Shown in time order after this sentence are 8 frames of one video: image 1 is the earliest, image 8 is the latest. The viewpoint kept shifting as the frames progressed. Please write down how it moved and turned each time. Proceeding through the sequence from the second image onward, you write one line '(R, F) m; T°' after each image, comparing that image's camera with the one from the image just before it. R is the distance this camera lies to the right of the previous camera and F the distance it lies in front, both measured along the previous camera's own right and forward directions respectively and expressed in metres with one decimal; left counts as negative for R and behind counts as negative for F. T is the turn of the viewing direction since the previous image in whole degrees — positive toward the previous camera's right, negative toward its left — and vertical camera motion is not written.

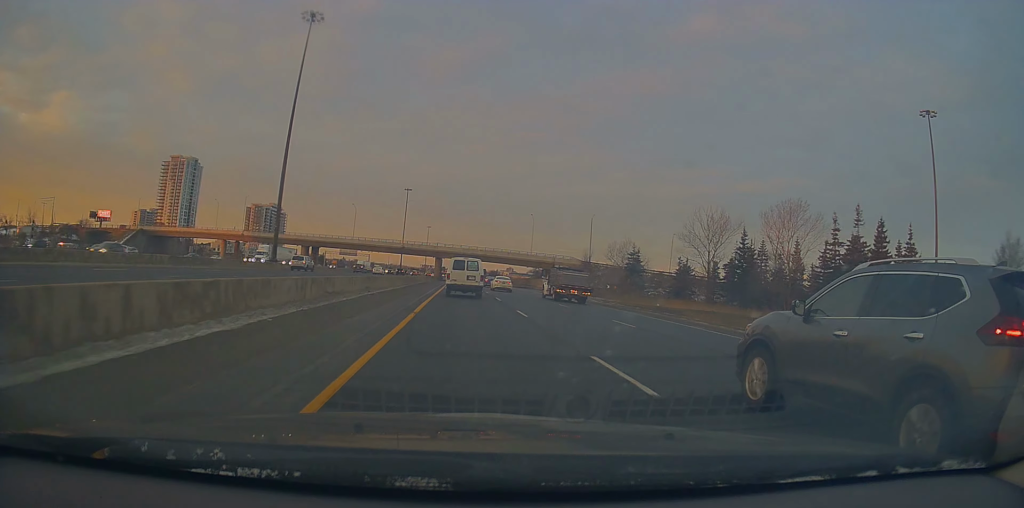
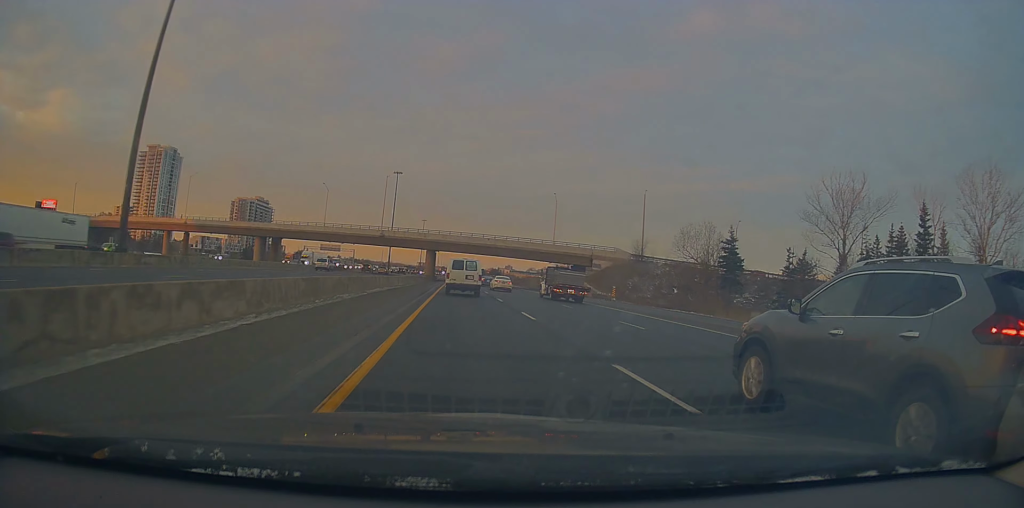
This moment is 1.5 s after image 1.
(0.0, +36.4) m; 0°
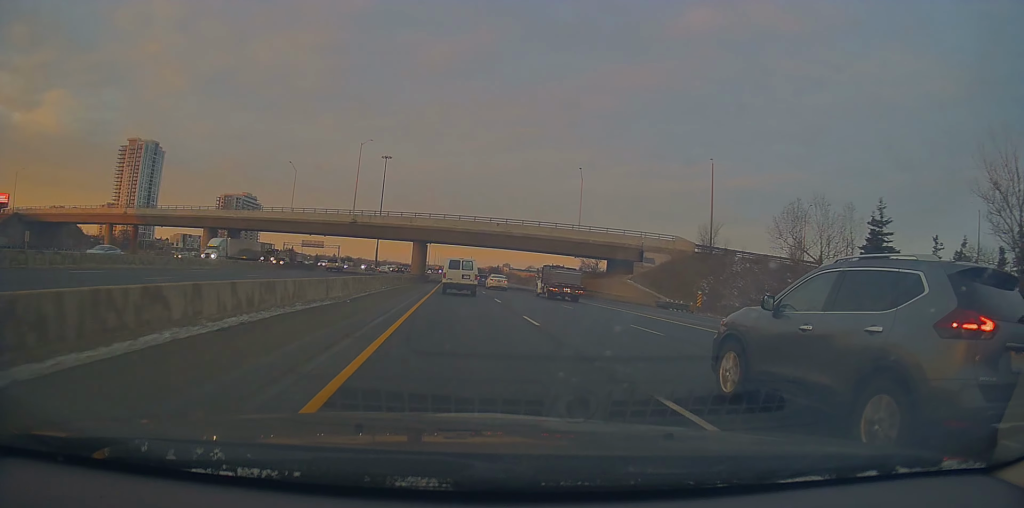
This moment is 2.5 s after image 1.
(+0.1, +25.7) m; 0°
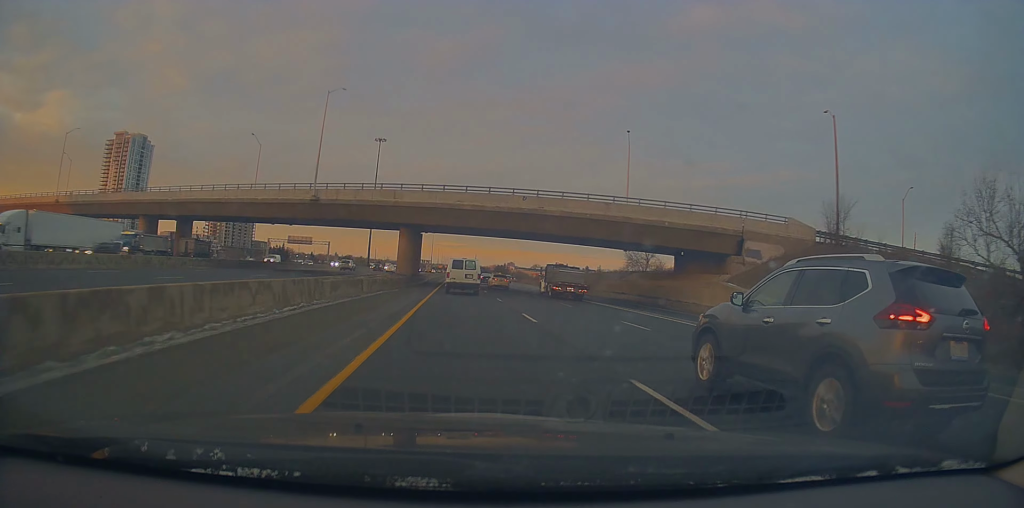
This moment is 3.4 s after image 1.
(-0.1, +23.2) m; 0°
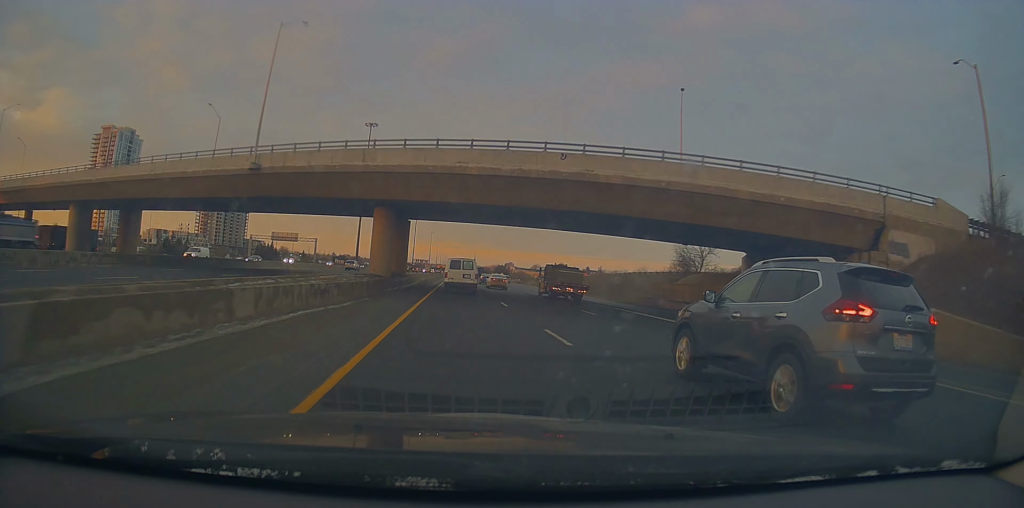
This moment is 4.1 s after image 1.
(-0.1, +16.6) m; 0°
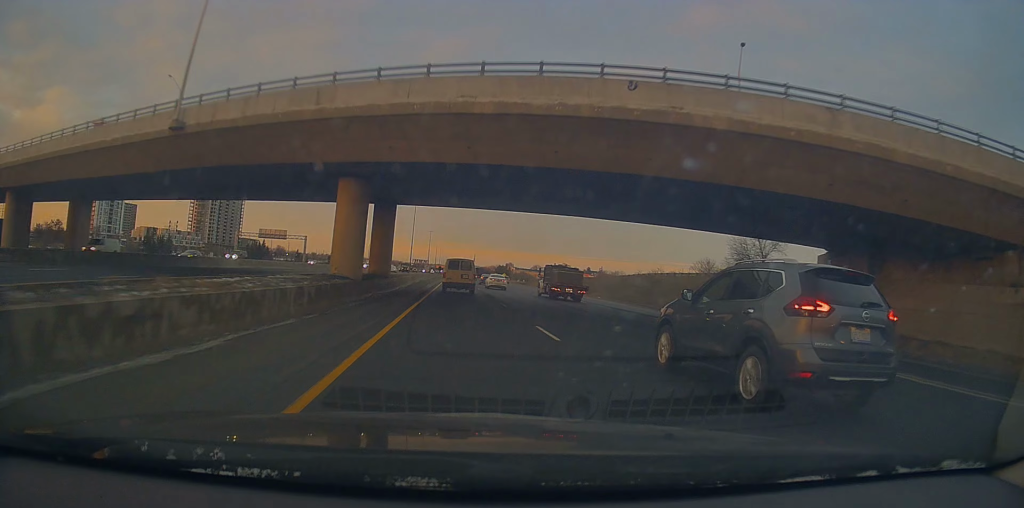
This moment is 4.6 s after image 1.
(0.0, +11.6) m; 0°
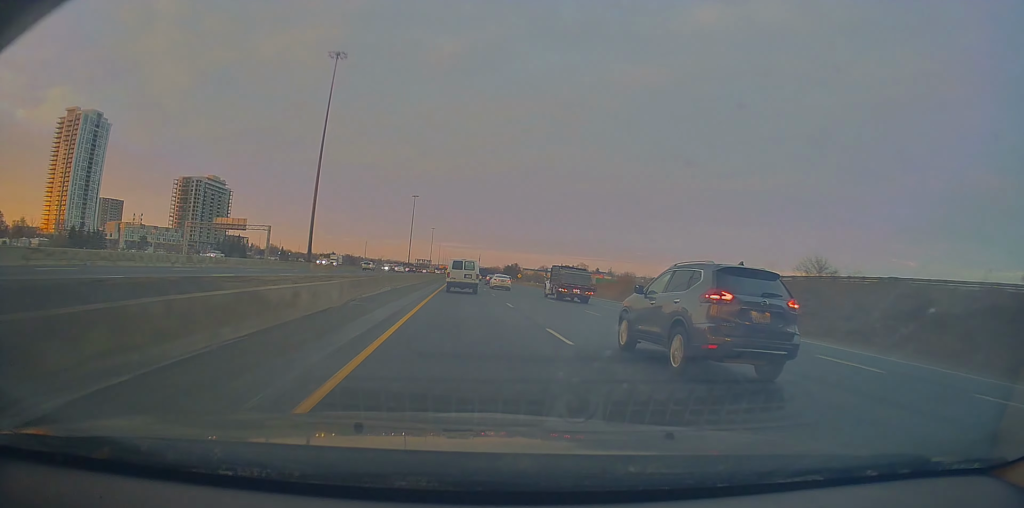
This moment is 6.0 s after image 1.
(-0.4, +35.6) m; -1°
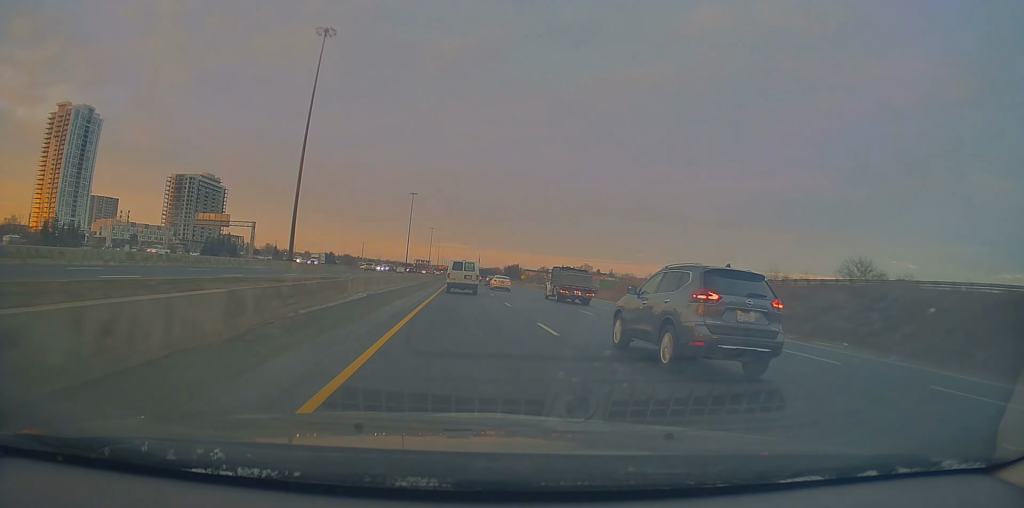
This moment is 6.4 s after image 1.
(-0.1, +10.0) m; 0°
